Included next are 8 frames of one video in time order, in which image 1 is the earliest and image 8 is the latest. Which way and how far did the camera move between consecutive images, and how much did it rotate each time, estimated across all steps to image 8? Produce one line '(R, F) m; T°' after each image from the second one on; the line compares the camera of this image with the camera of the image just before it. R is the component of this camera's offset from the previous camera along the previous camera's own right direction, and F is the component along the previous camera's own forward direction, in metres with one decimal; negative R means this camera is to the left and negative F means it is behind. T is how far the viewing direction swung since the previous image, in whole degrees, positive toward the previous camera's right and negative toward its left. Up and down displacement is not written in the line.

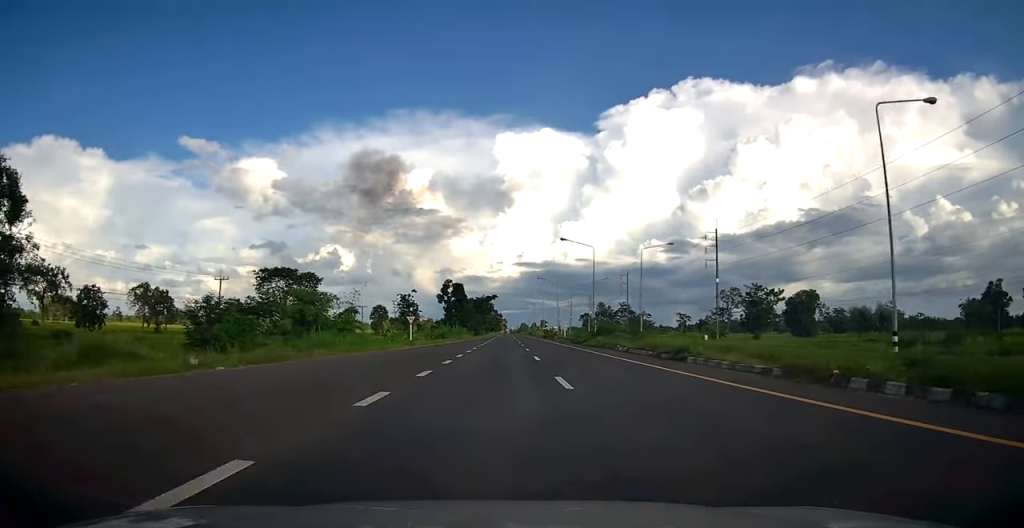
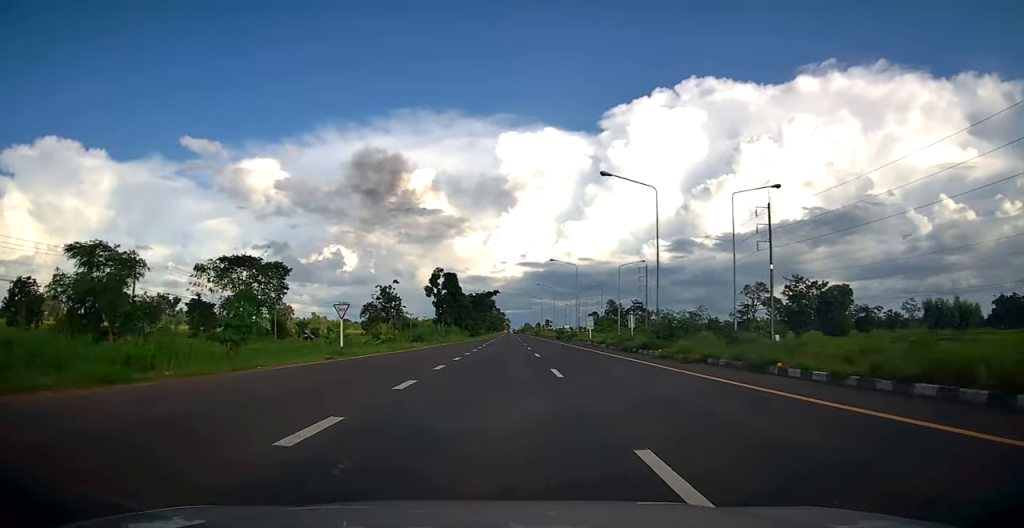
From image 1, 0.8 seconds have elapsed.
(0.0, +21.0) m; 0°
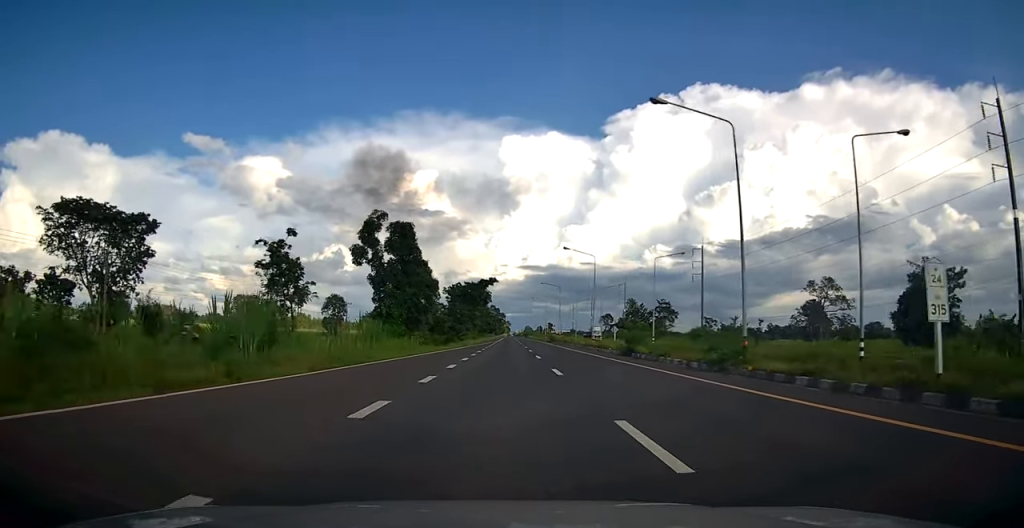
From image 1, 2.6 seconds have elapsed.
(-0.4, +45.5) m; -1°
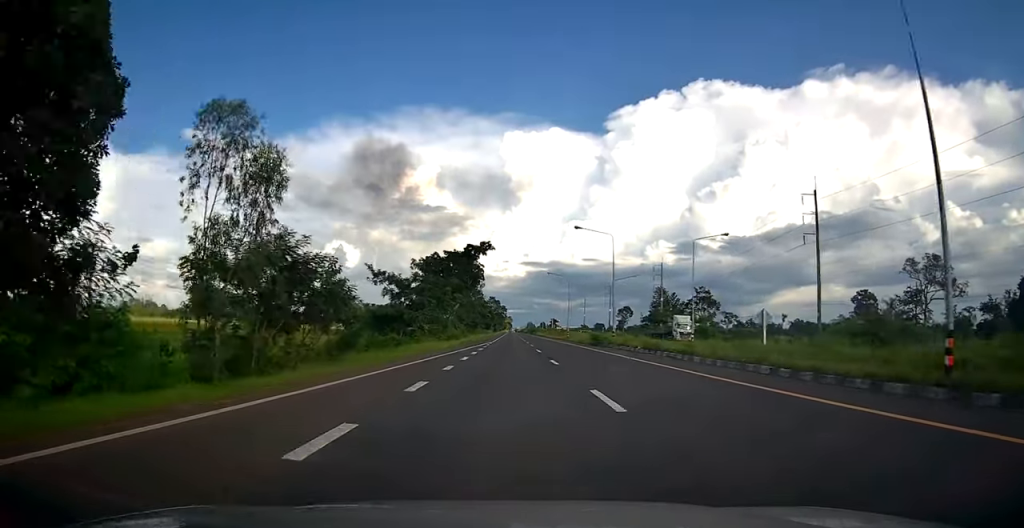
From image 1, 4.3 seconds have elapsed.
(+0.2, +44.1) m; 0°
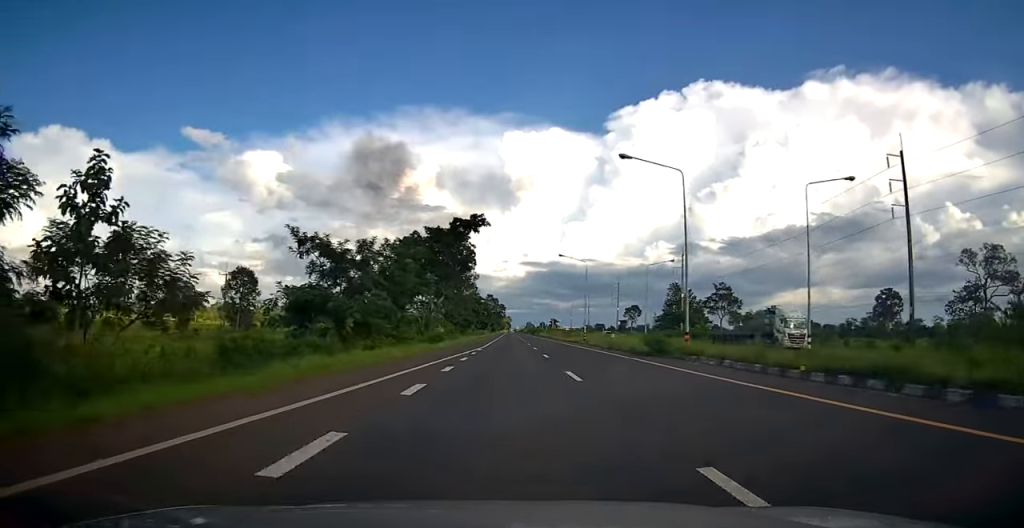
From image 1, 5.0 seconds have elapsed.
(-0.1, +18.5) m; 0°
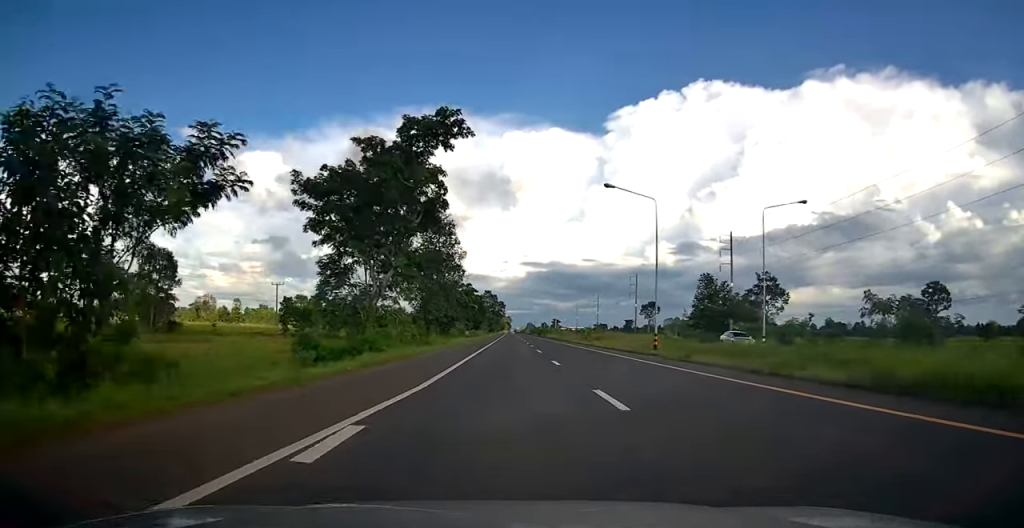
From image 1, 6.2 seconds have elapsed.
(0.0, +29.2) m; 0°
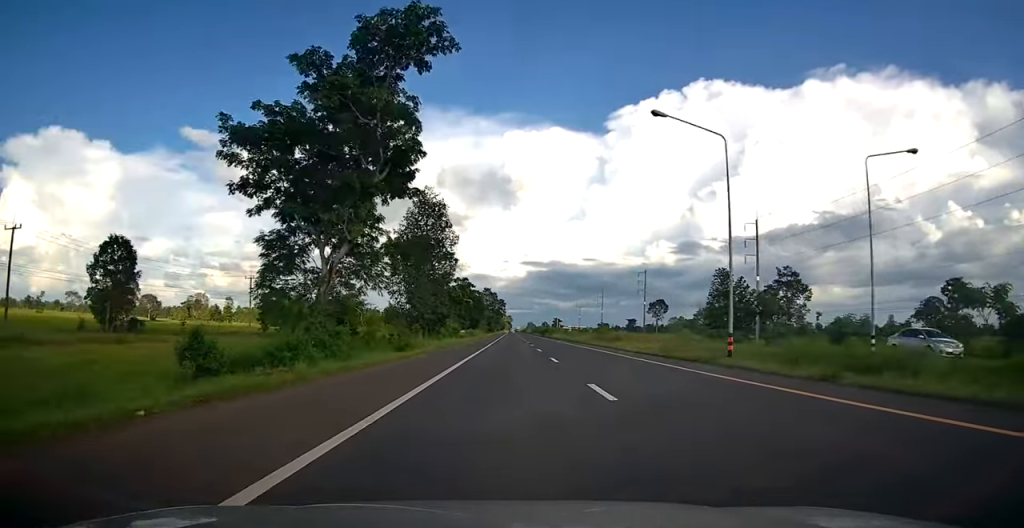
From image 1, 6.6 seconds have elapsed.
(+0.1, +10.7) m; 0°
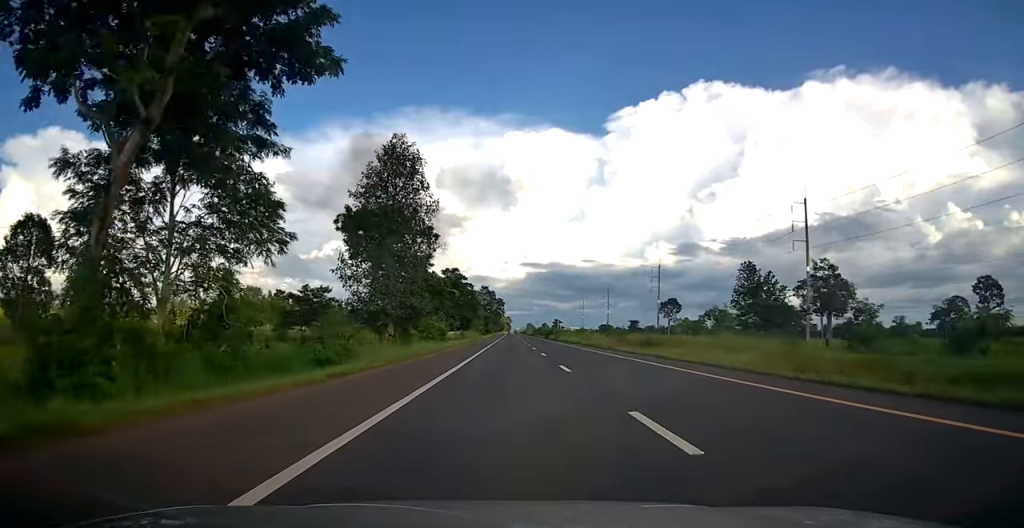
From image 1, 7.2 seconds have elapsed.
(+0.1, +16.3) m; 0°
